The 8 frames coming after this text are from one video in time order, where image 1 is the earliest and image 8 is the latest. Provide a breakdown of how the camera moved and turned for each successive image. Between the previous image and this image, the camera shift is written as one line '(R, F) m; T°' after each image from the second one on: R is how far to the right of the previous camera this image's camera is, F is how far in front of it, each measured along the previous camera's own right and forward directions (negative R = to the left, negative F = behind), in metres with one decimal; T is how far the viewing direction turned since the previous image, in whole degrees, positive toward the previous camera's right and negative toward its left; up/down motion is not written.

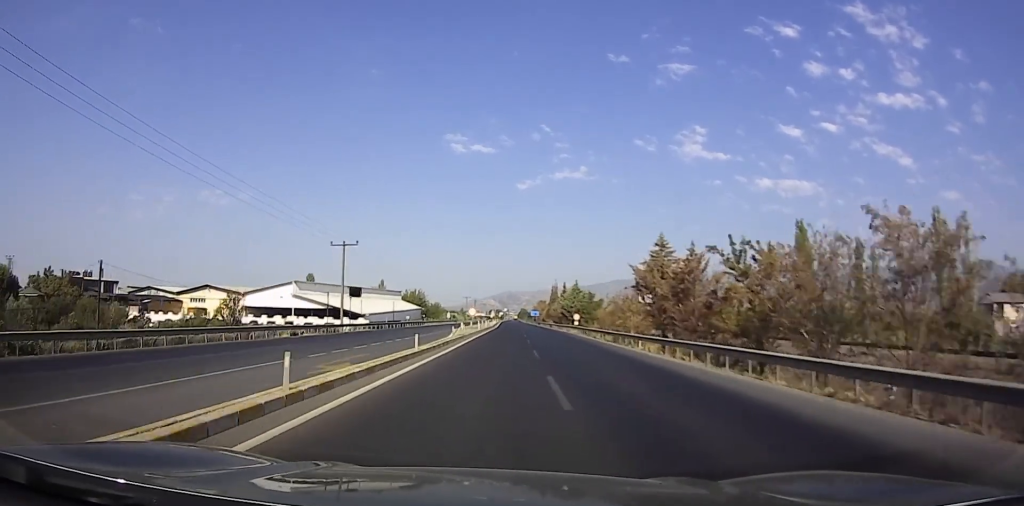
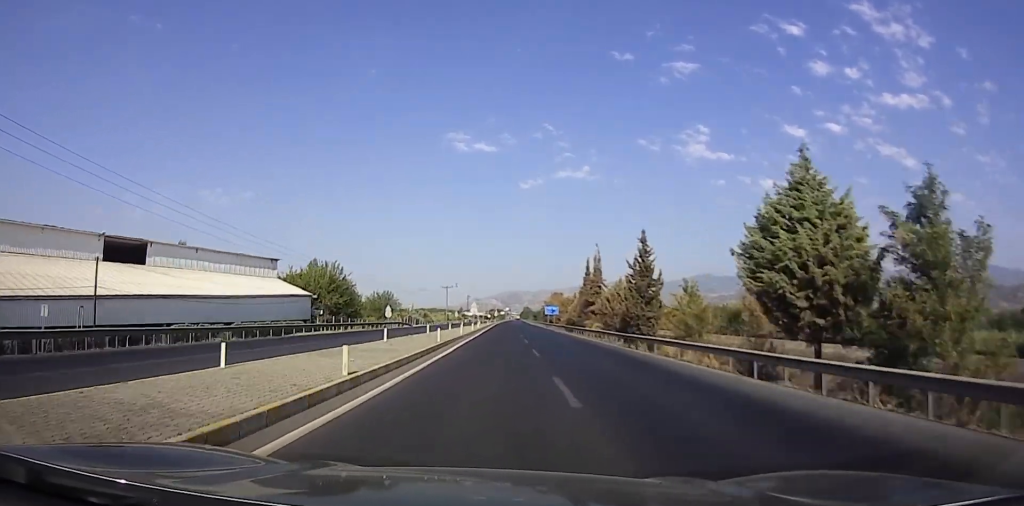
(-0.3, +70.4) m; 0°
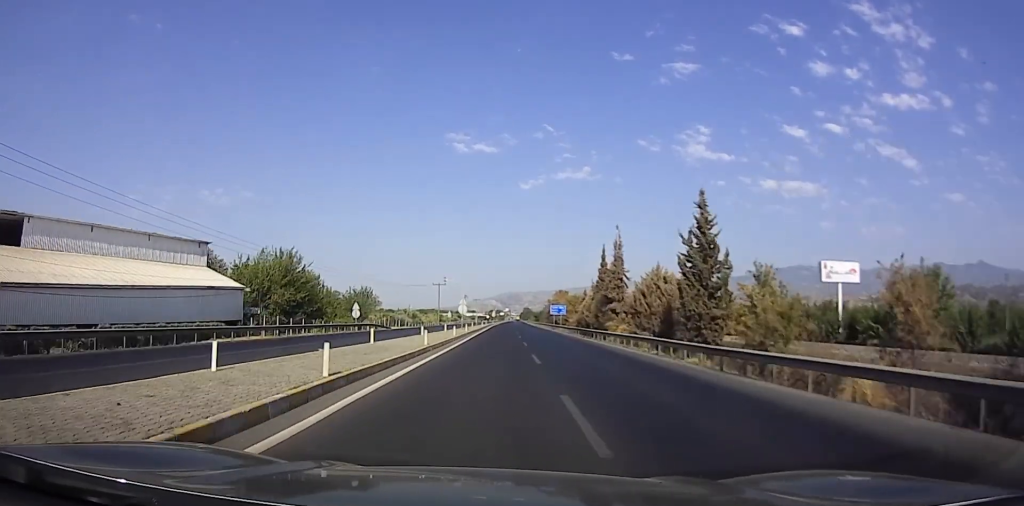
(0.0, +14.2) m; -1°
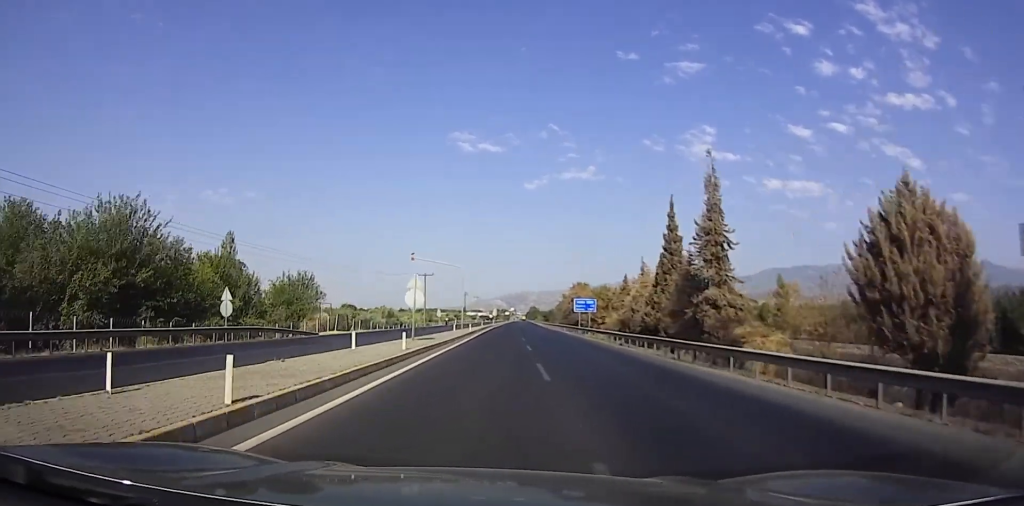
(-0.3, +27.7) m; -2°
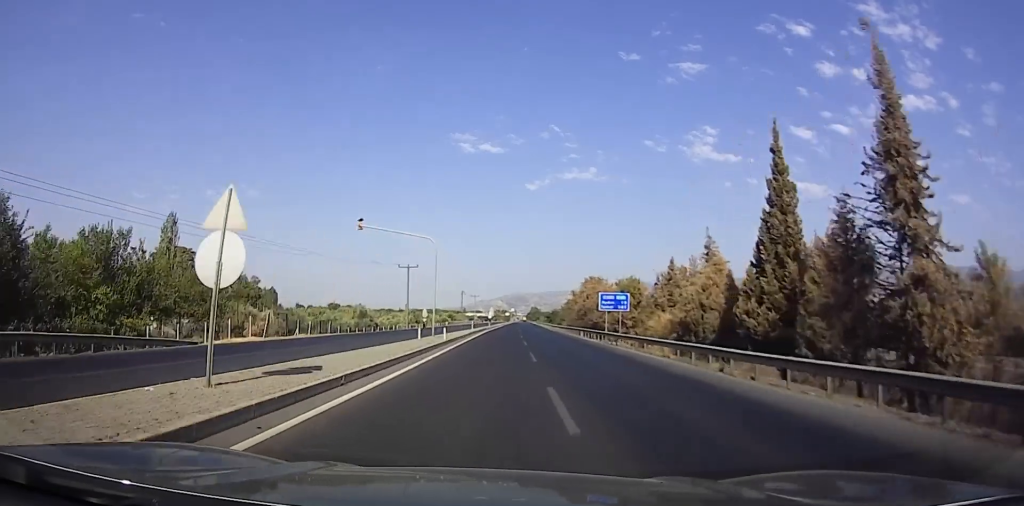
(-0.7, +18.8) m; 0°
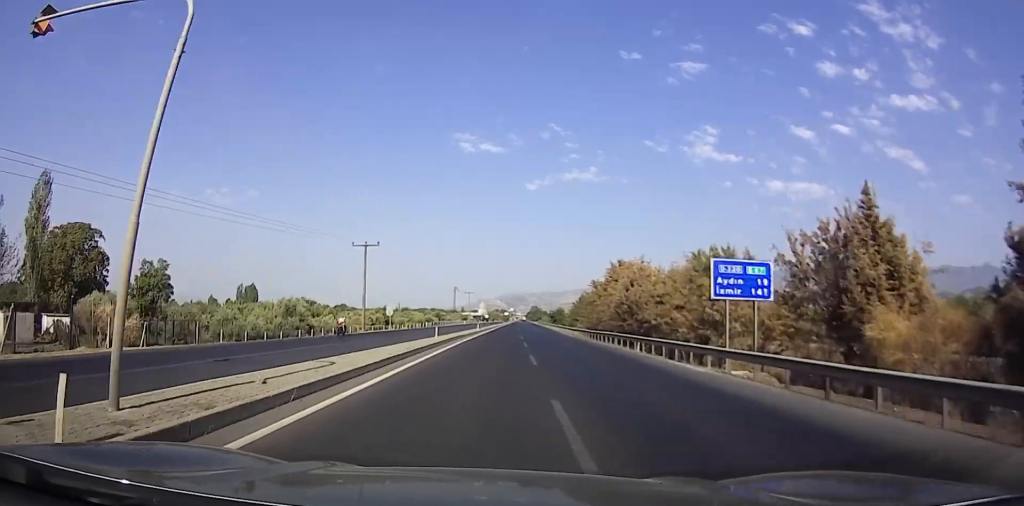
(+0.4, +26.7) m; +1°
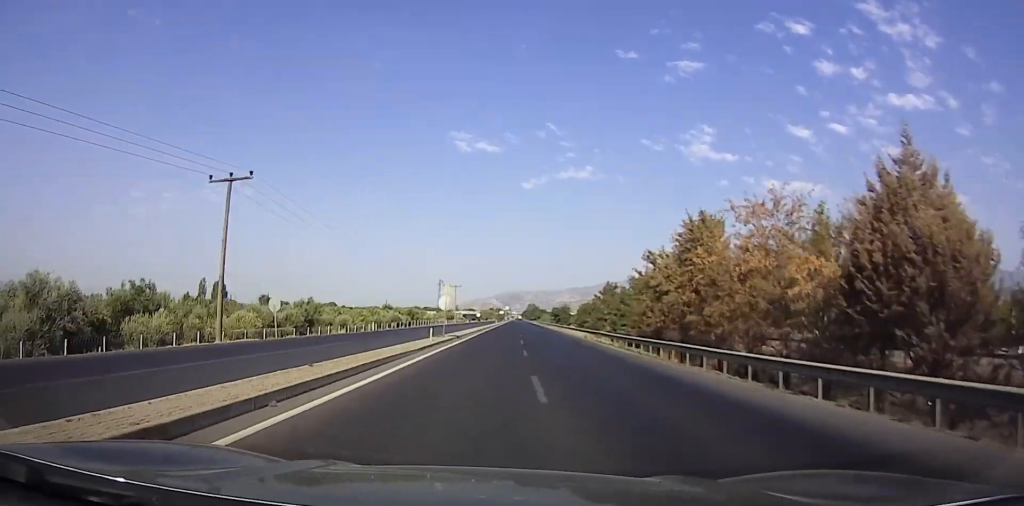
(+0.6, +32.2) m; +1°
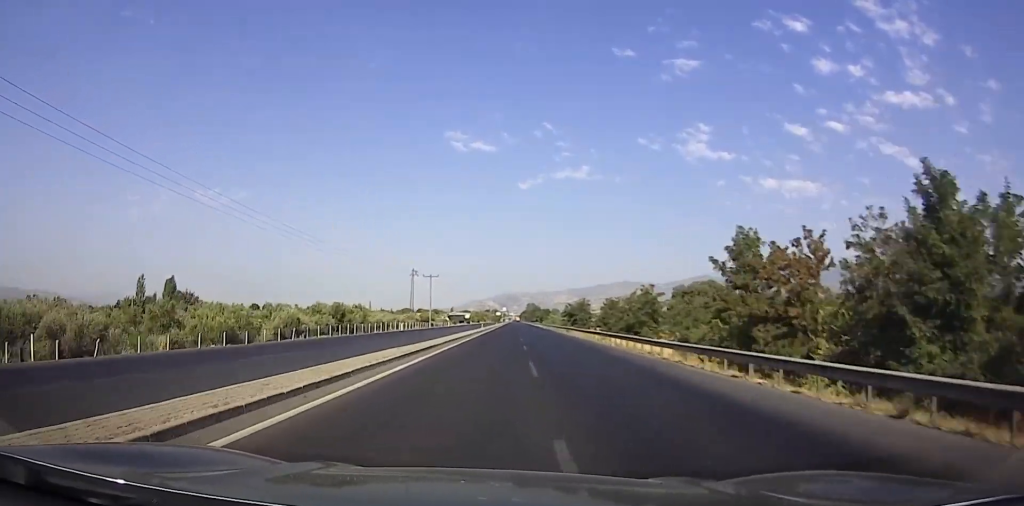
(+0.1, +43.5) m; 0°
